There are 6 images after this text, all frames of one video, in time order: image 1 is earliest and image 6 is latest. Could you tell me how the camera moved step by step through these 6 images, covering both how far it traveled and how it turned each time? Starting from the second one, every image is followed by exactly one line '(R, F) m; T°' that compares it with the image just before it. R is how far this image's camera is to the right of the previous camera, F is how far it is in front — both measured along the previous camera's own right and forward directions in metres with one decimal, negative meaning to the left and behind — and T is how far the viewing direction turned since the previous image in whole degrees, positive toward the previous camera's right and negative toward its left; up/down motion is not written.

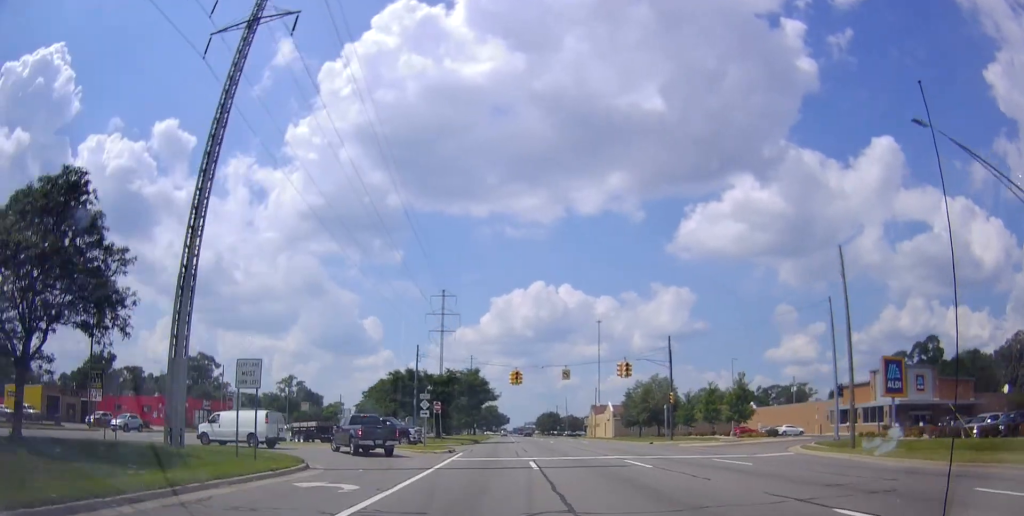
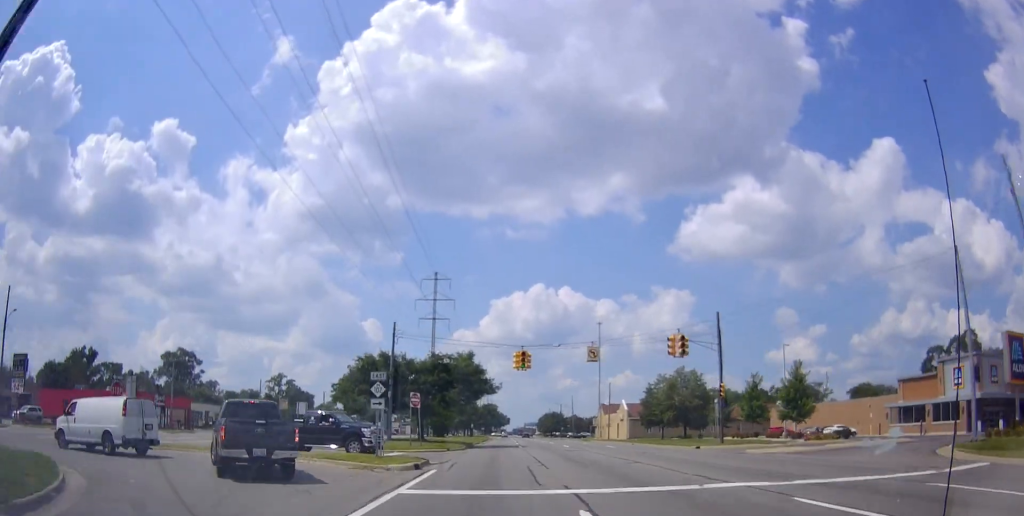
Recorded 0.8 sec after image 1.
(+0.2, +13.5) m; 0°
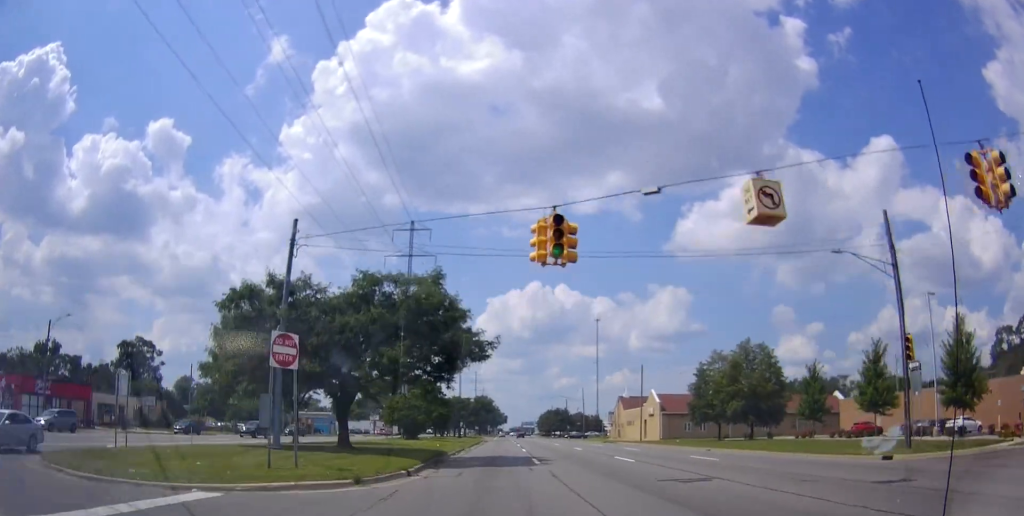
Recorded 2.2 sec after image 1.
(-0.5, +23.2) m; -2°
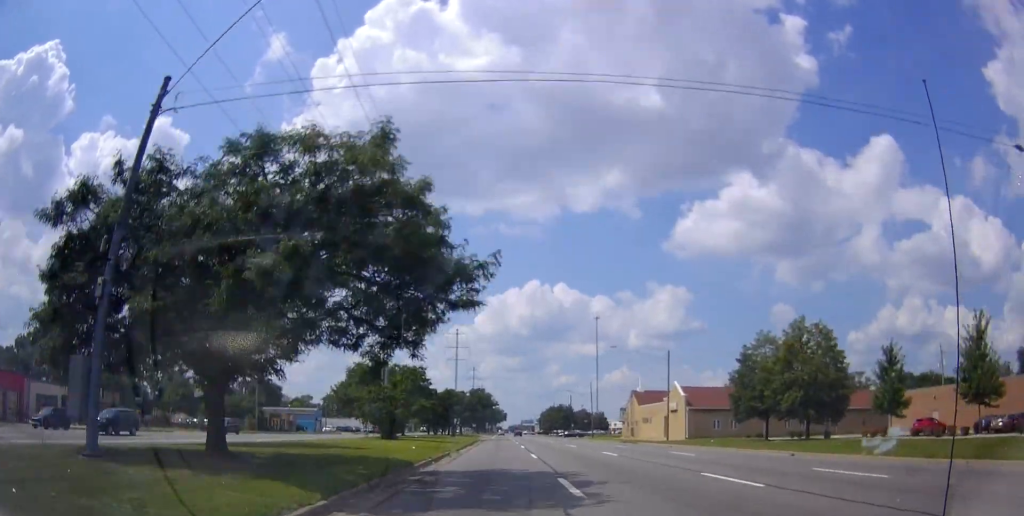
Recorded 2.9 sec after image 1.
(-0.1, +11.7) m; 0°
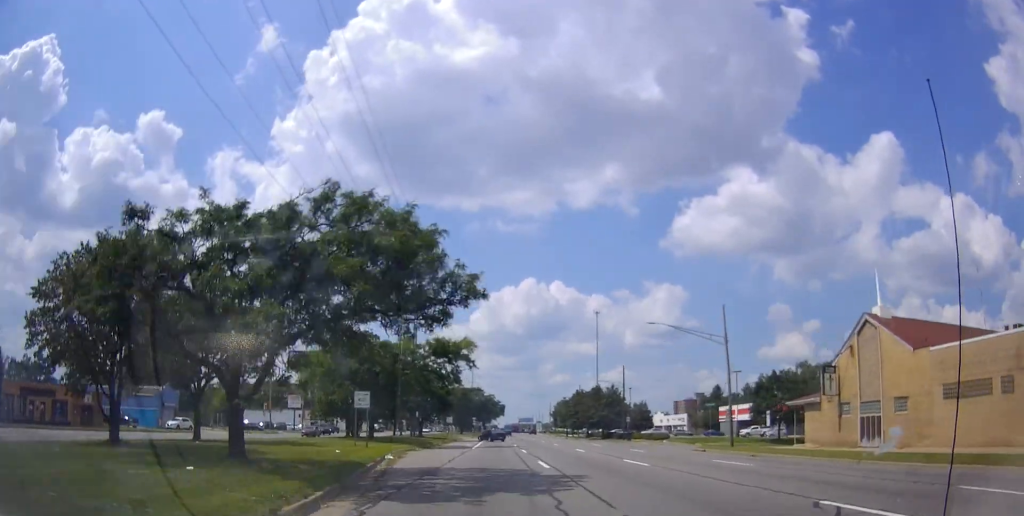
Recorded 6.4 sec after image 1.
(+2.4, +65.7) m; +4°
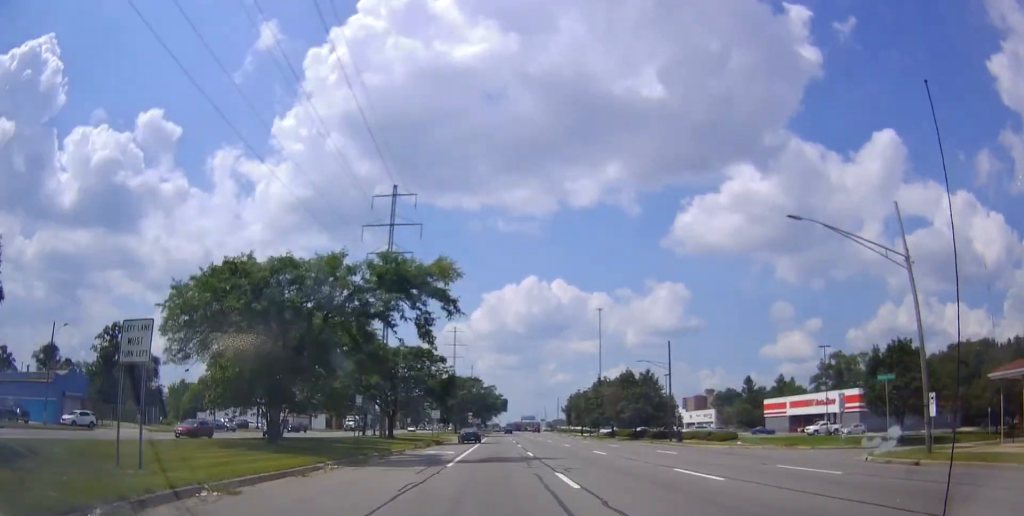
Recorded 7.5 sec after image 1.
(-0.2, +21.6) m; -2°
